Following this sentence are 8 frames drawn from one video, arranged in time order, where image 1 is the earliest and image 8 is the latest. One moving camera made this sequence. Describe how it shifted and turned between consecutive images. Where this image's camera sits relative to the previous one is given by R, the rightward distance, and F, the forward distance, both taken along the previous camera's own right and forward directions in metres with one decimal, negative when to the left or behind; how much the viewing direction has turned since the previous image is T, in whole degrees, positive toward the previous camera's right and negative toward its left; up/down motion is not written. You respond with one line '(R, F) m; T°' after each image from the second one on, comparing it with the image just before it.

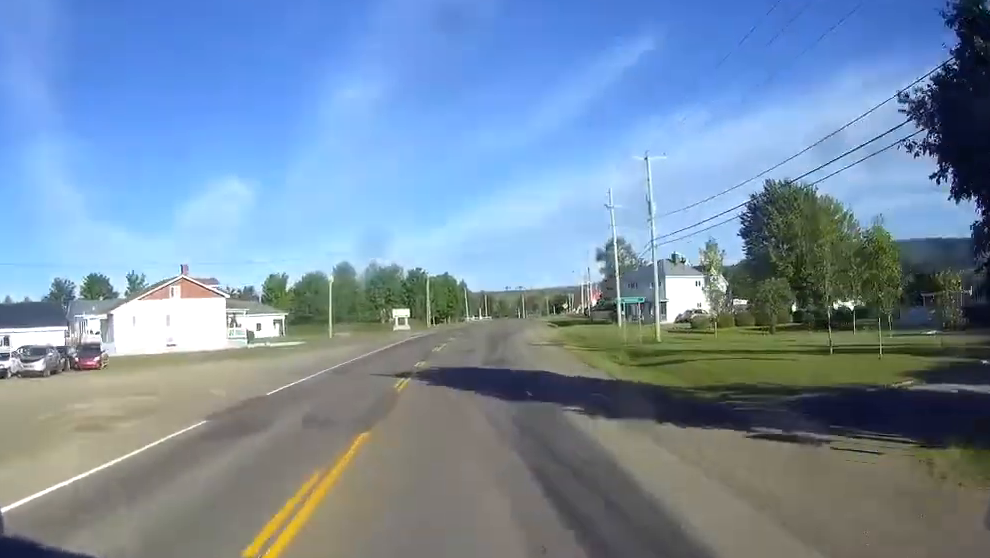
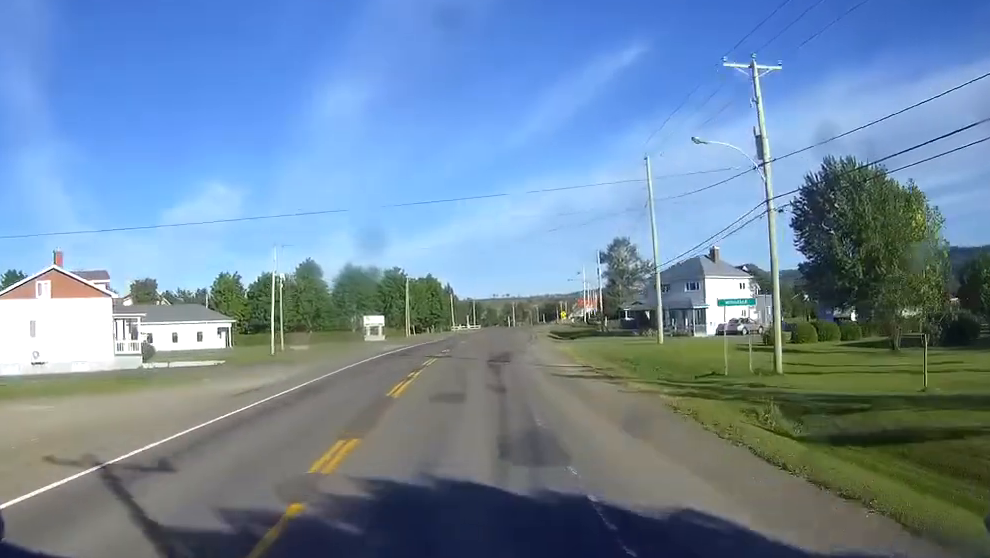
(+0.2, +22.1) m; +1°
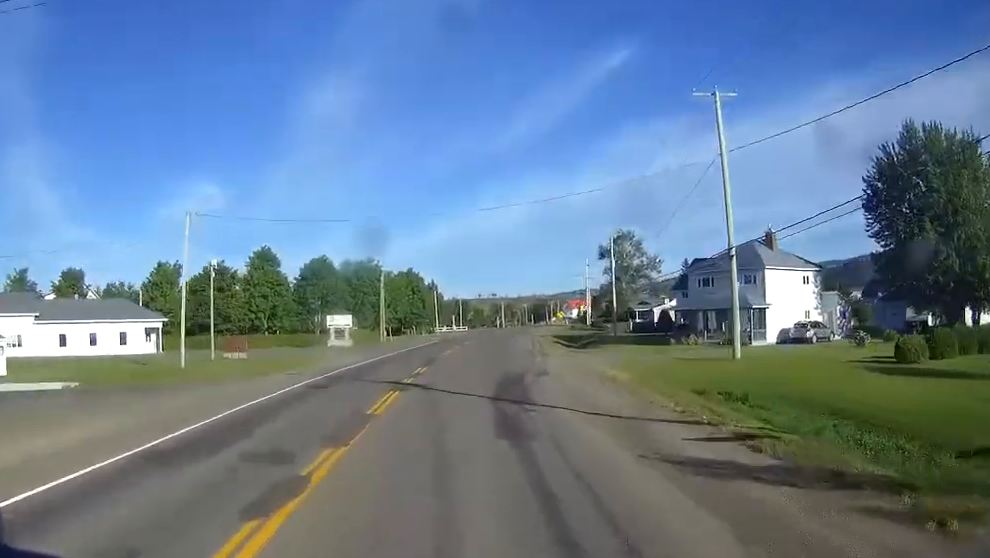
(+0.1, +19.8) m; +1°
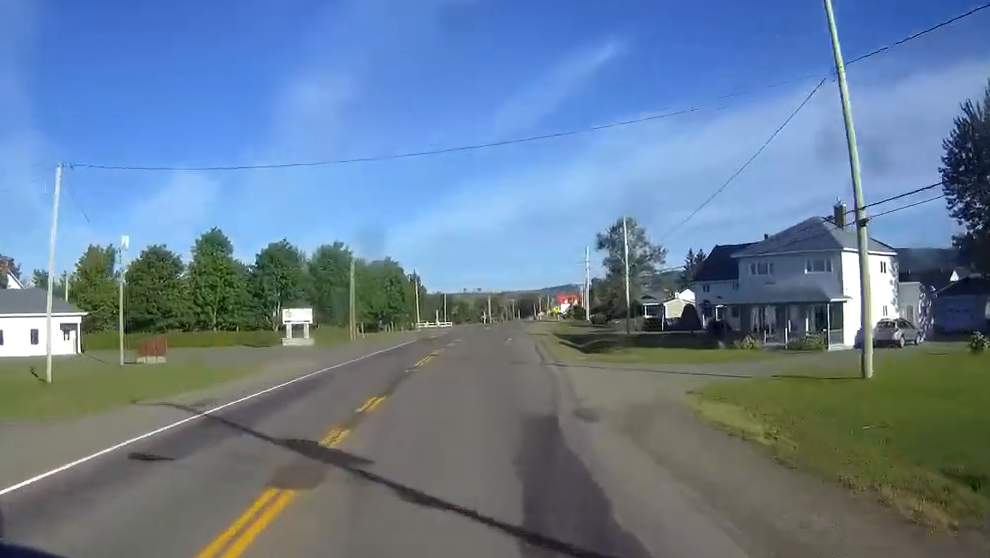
(+0.2, +15.6) m; +1°
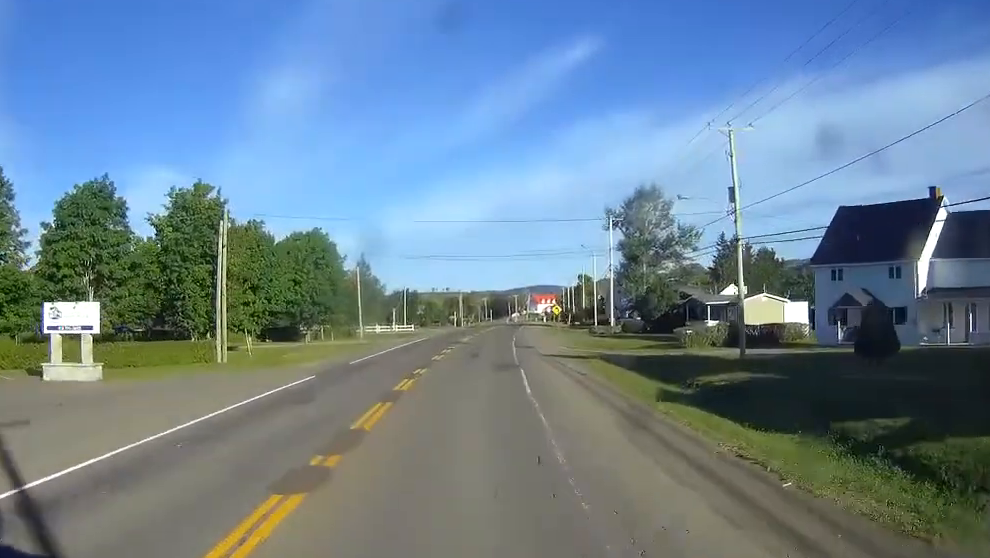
(+0.7, +40.3) m; +2°
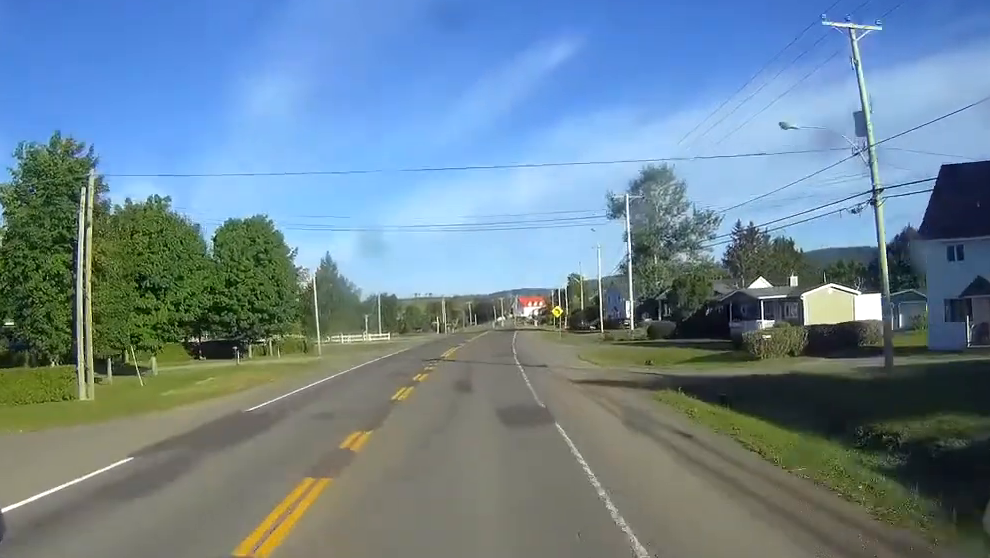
(0.0, +16.8) m; +1°
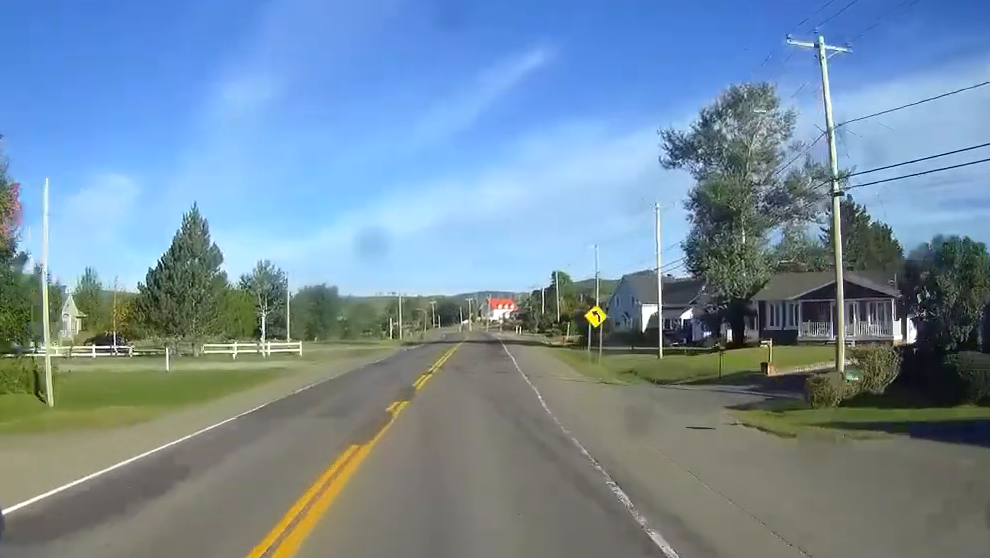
(+0.9, +41.8) m; +2°
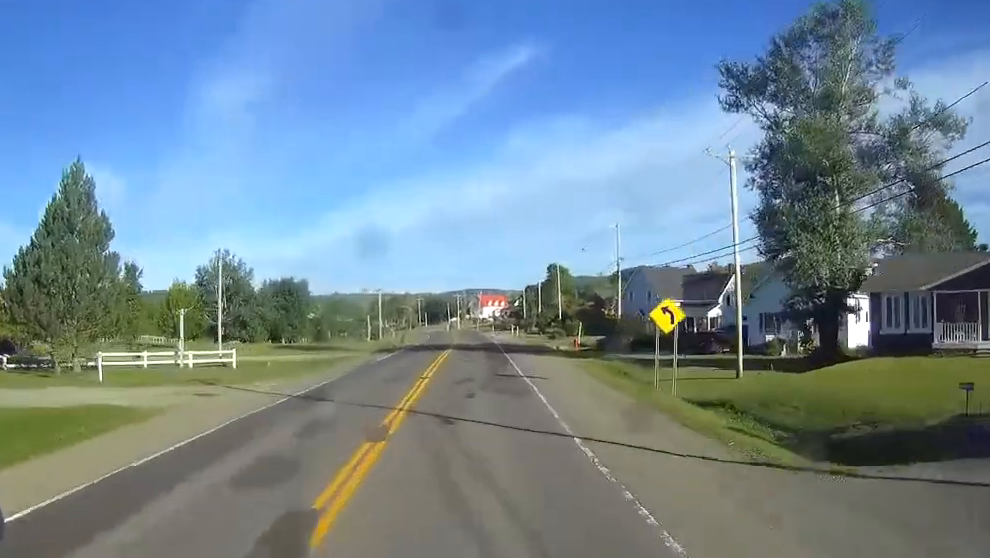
(+0.1, +17.9) m; +1°
